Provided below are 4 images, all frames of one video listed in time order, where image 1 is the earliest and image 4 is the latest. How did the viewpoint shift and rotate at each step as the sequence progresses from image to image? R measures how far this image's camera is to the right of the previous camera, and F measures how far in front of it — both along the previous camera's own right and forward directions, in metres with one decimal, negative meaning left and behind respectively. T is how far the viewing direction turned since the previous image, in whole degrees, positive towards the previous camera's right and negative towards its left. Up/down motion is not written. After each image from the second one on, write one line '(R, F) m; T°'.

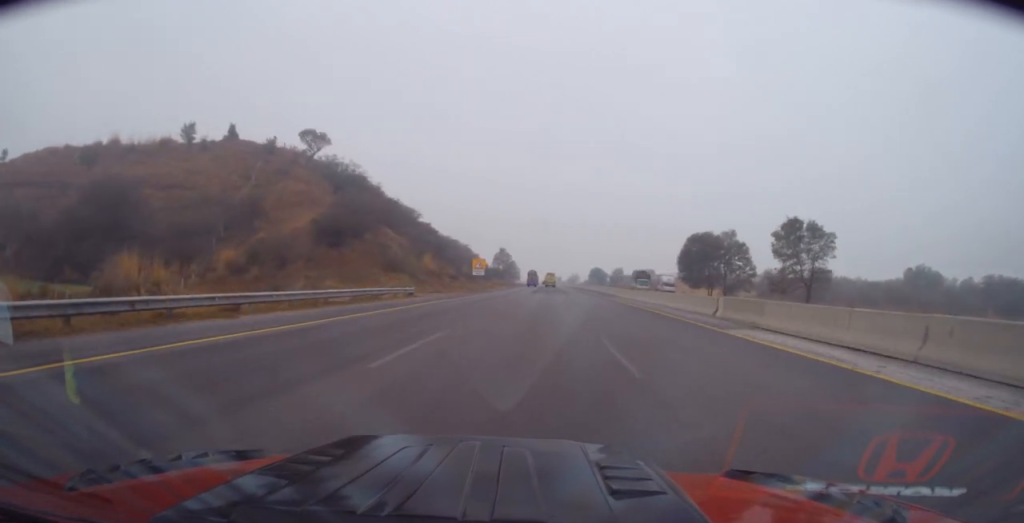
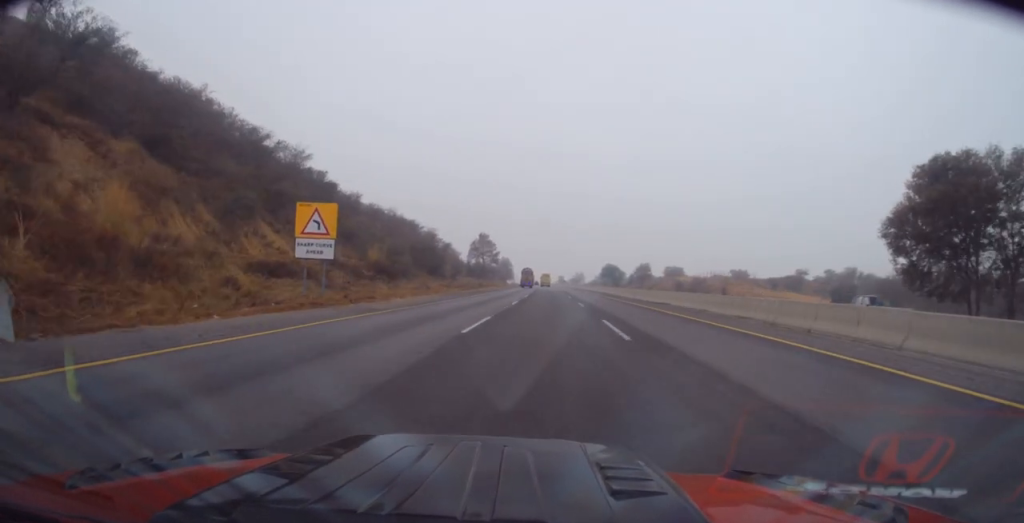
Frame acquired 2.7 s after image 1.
(-1.1, +65.6) m; -1°
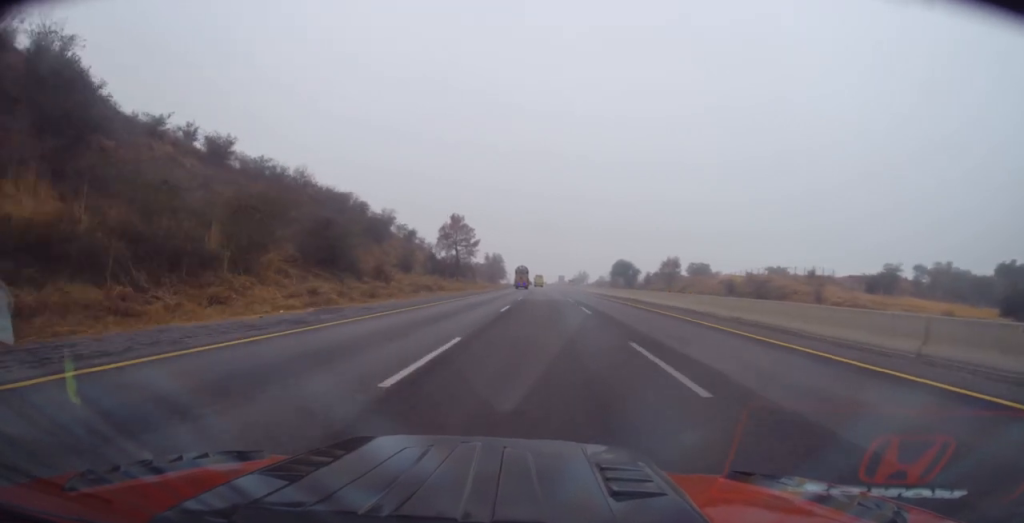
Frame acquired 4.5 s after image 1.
(+1.0, +42.4) m; +1°
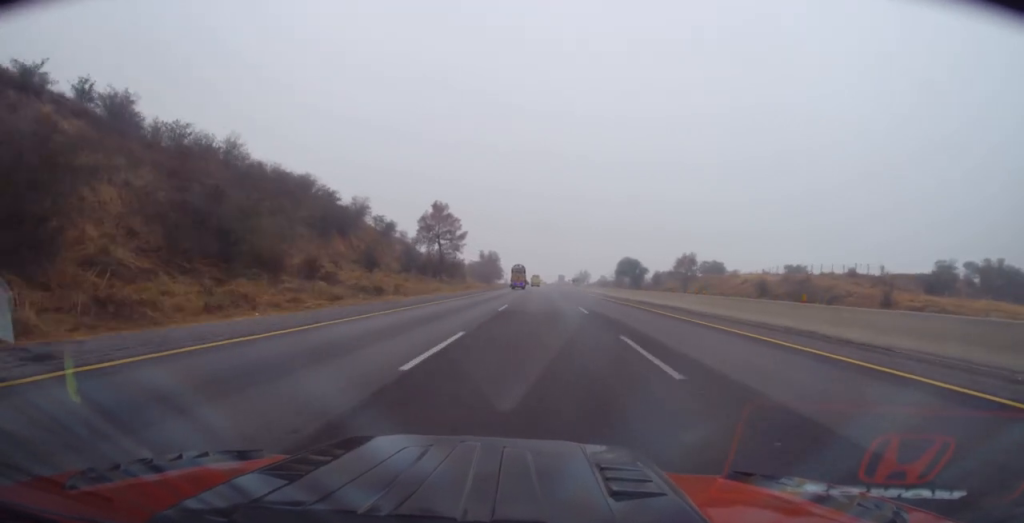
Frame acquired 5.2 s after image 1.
(-0.2, +16.6) m; -1°
